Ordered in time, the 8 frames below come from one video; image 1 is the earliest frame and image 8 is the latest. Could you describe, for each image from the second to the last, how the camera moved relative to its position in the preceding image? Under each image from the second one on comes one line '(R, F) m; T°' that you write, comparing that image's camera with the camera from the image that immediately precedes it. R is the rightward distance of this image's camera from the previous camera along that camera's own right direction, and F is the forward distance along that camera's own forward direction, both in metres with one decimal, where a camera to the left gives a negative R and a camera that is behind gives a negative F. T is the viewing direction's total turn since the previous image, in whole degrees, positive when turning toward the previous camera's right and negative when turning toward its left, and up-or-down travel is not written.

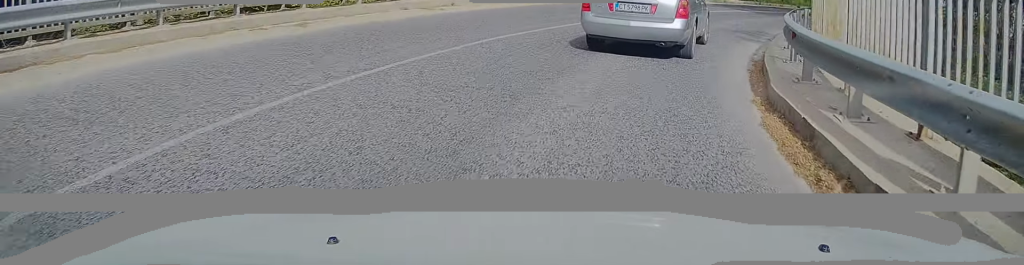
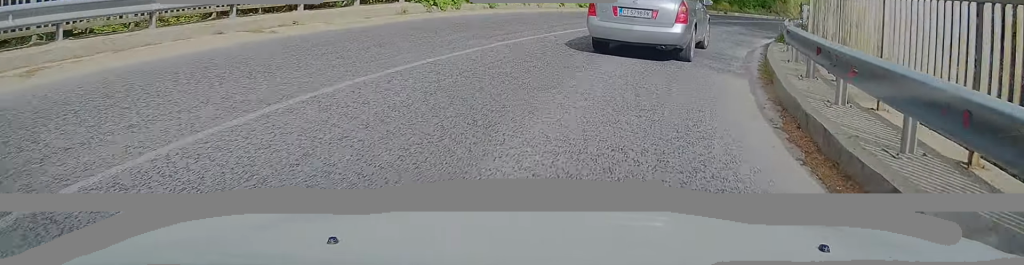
(+0.3, +4.7) m; +8°
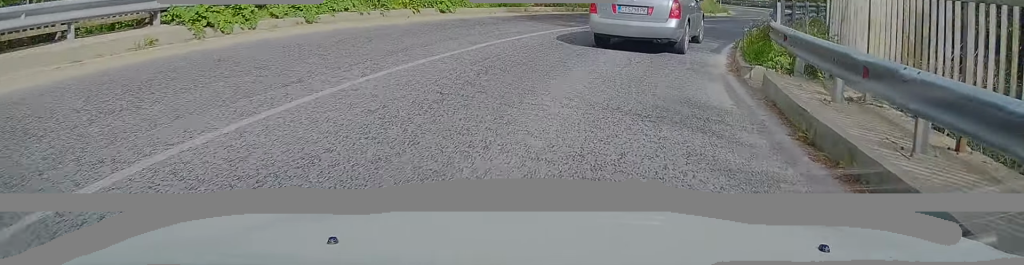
(+0.2, +5.8) m; +10°
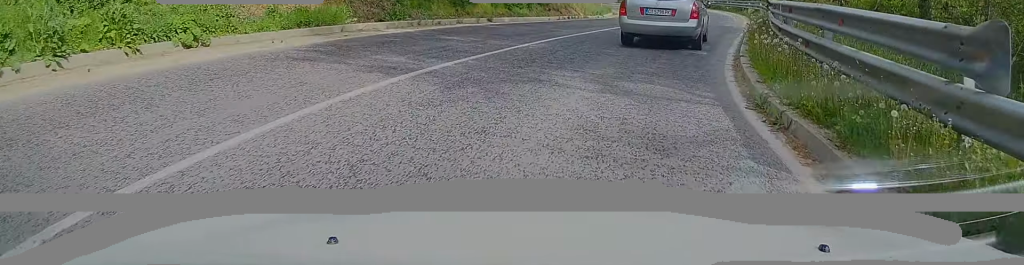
(+1.0, +8.4) m; +14°
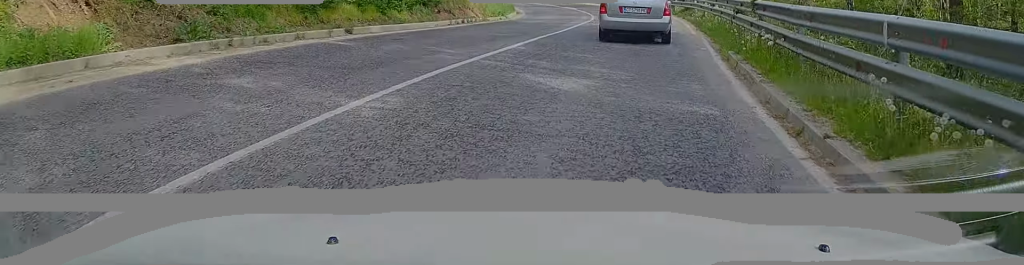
(+0.9, +6.9) m; +5°
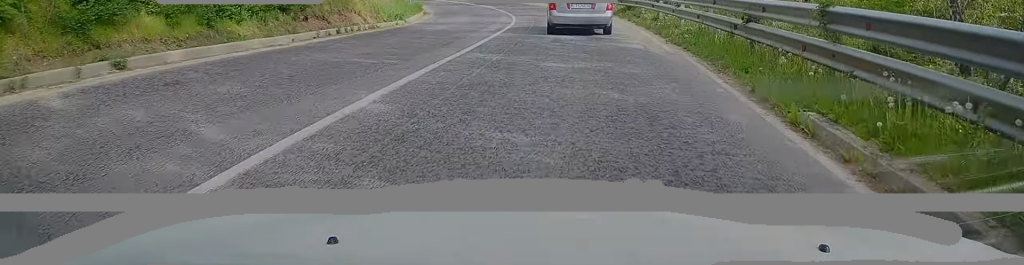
(+0.3, +7.0) m; +3°
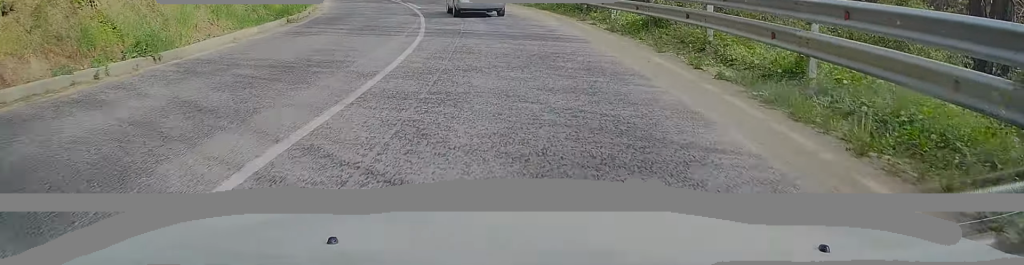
(+0.4, +16.4) m; +4°
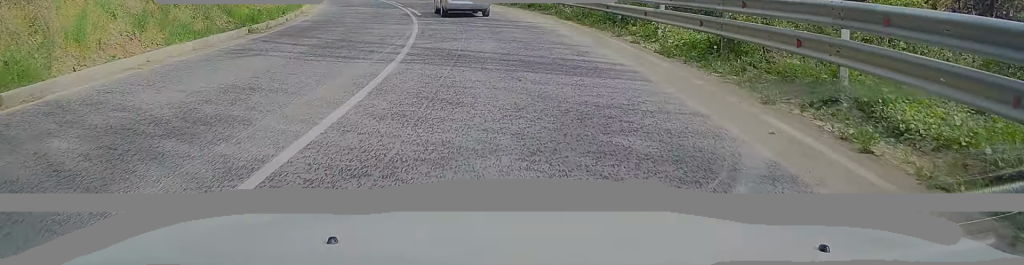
(+0.1, +4.8) m; -1°
